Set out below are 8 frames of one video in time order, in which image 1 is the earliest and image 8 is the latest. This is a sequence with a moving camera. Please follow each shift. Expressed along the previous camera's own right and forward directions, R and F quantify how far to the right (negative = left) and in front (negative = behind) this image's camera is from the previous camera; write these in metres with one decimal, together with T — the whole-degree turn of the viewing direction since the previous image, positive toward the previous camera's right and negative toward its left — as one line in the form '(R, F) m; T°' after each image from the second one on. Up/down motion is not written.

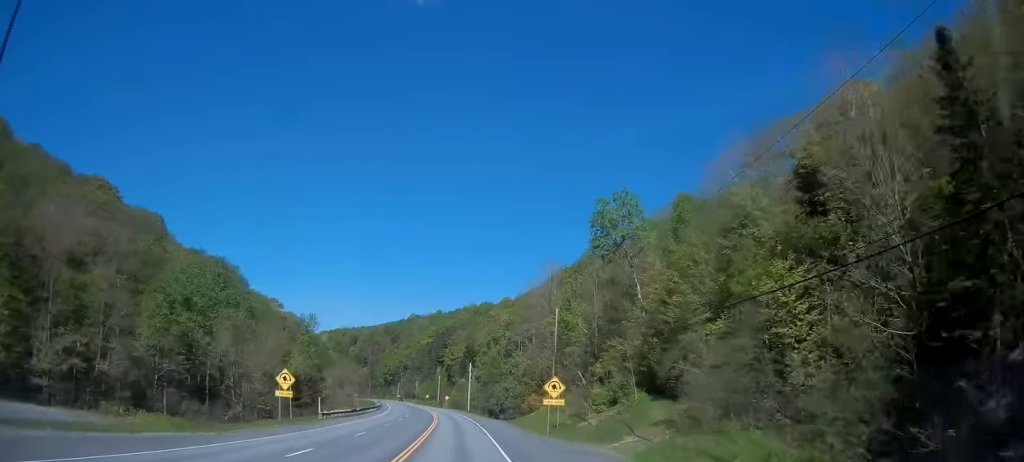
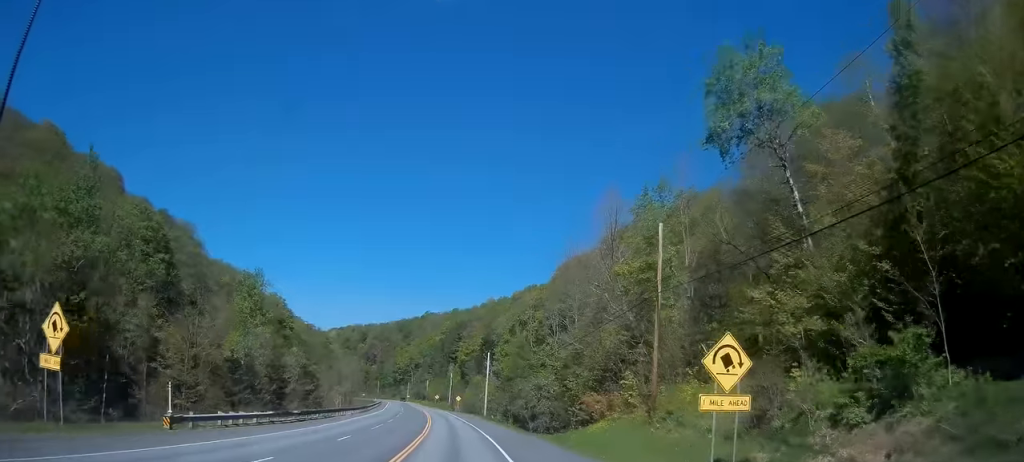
(-0.4, +28.8) m; -1°
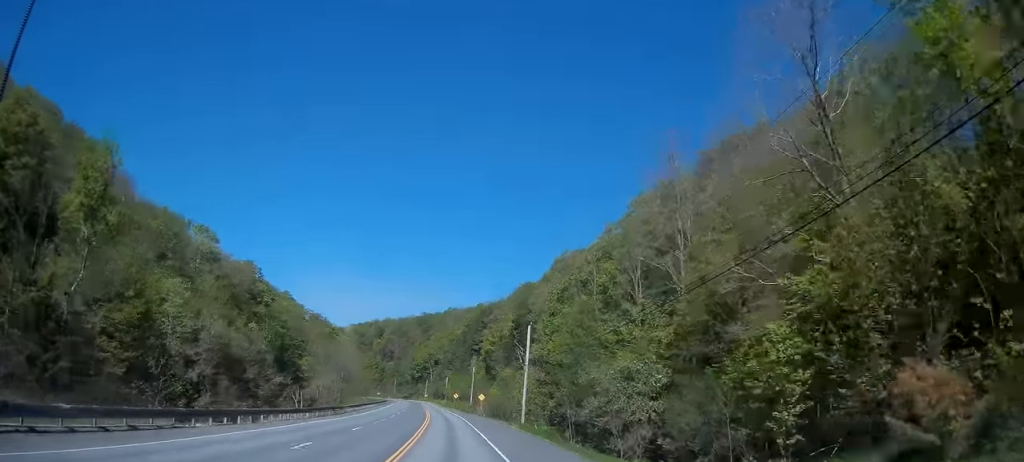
(-0.4, +32.6) m; -2°
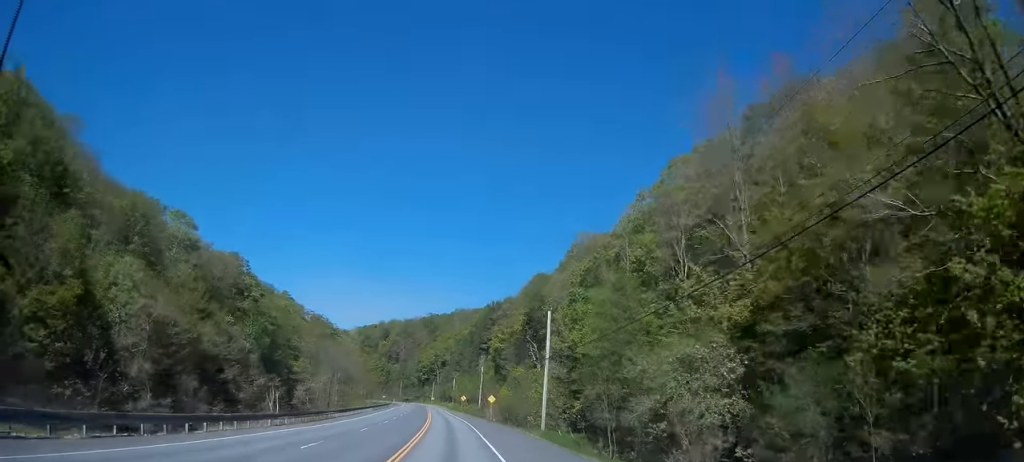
(0.0, +10.4) m; -1°
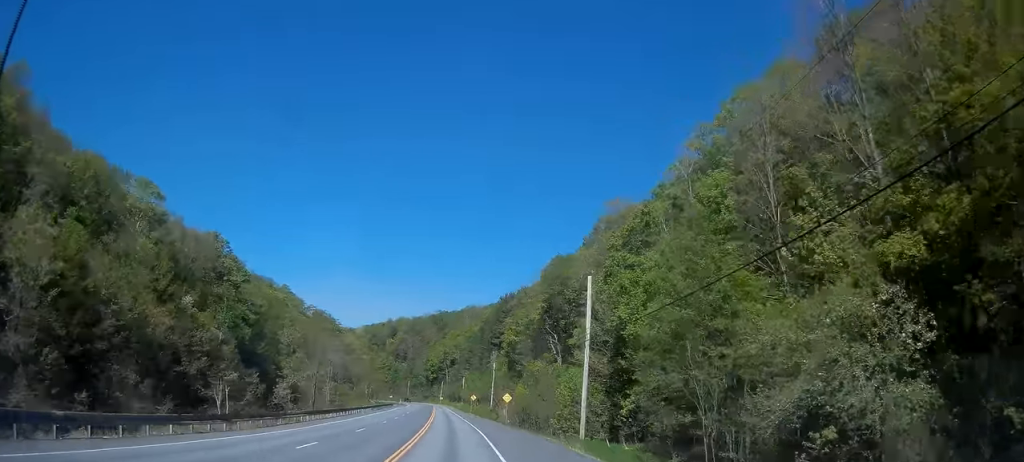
(-0.2, +13.2) m; -1°
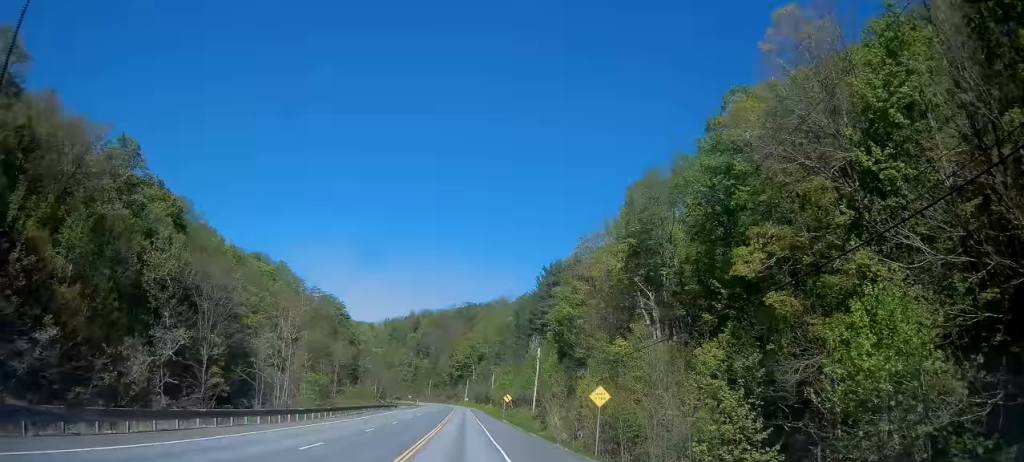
(-0.5, +36.3) m; -2°
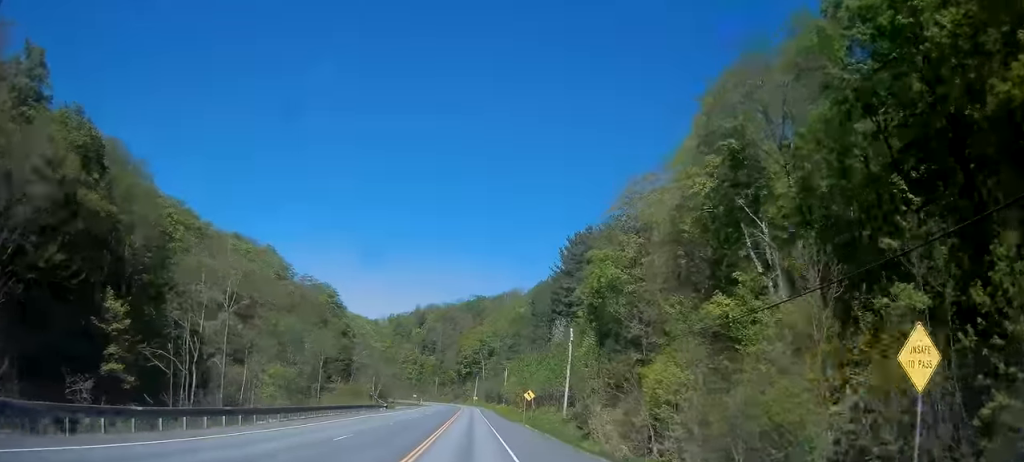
(-0.4, +21.0) m; -1°
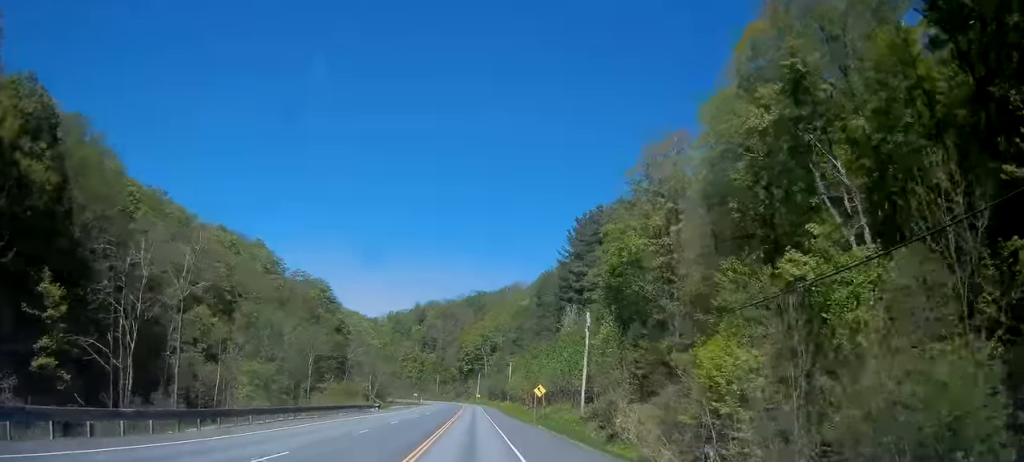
(0.0, +8.7) m; 0°
